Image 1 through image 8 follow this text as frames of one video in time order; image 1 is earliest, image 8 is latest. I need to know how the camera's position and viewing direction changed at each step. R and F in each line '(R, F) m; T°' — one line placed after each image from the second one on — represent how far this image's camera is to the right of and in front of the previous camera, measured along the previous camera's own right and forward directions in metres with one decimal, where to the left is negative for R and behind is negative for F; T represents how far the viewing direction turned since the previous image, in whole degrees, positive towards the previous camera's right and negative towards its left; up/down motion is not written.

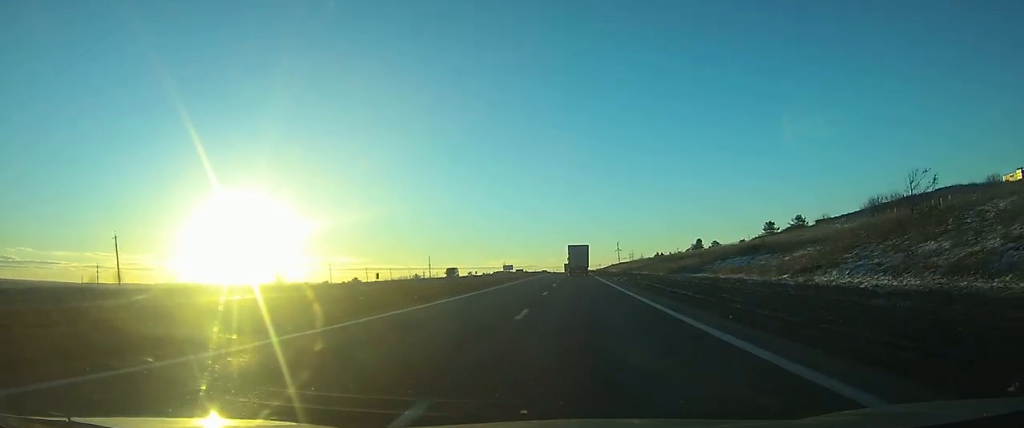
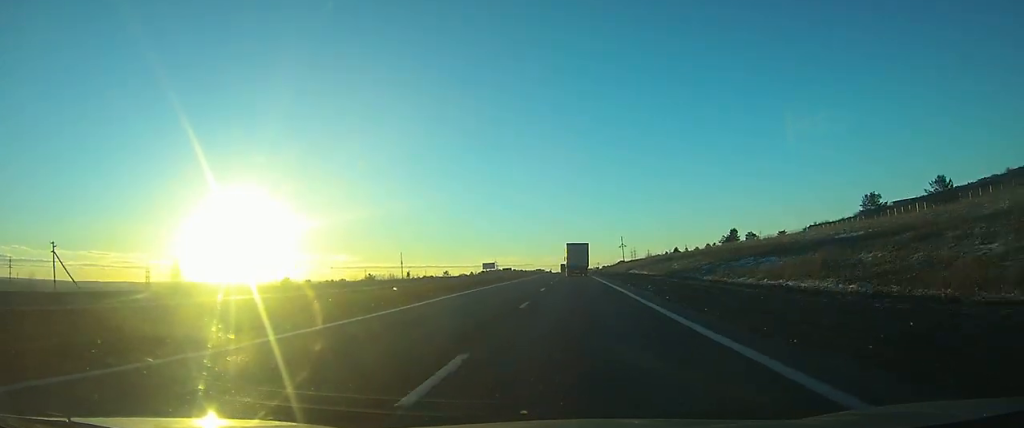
(+0.1, +68.0) m; 0°
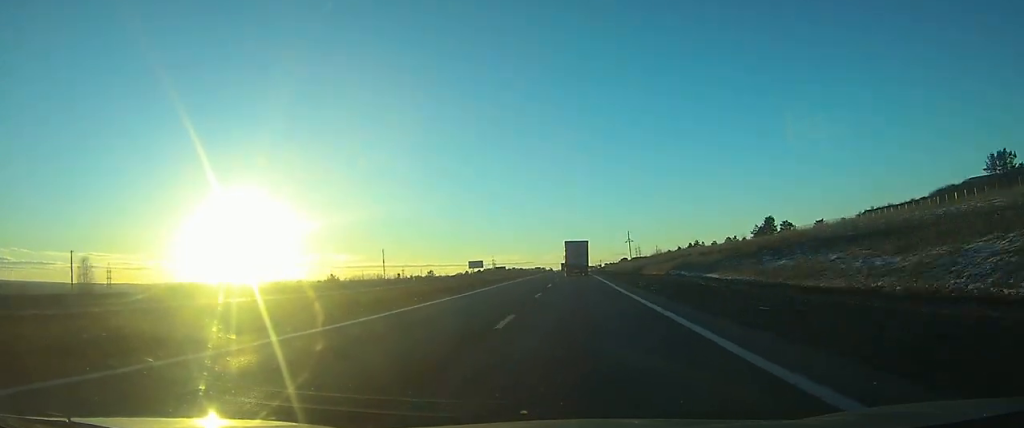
(+0.1, +43.1) m; 0°
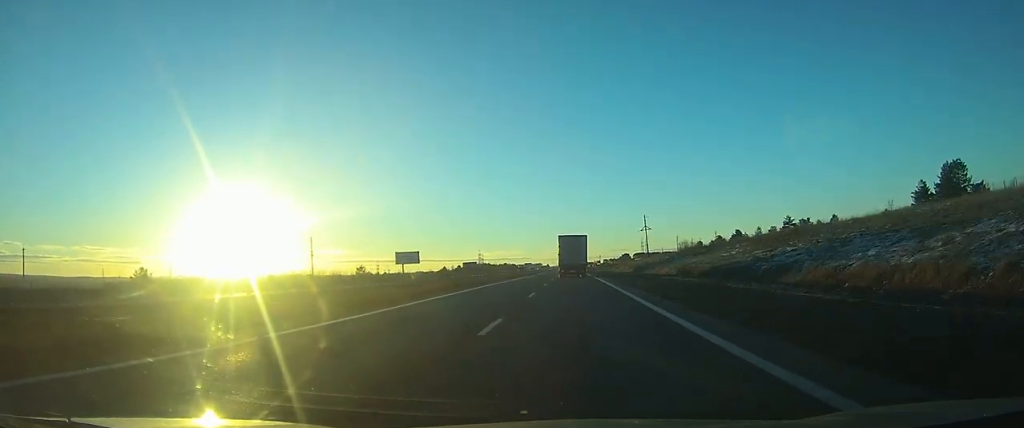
(+0.1, +99.4) m; 0°
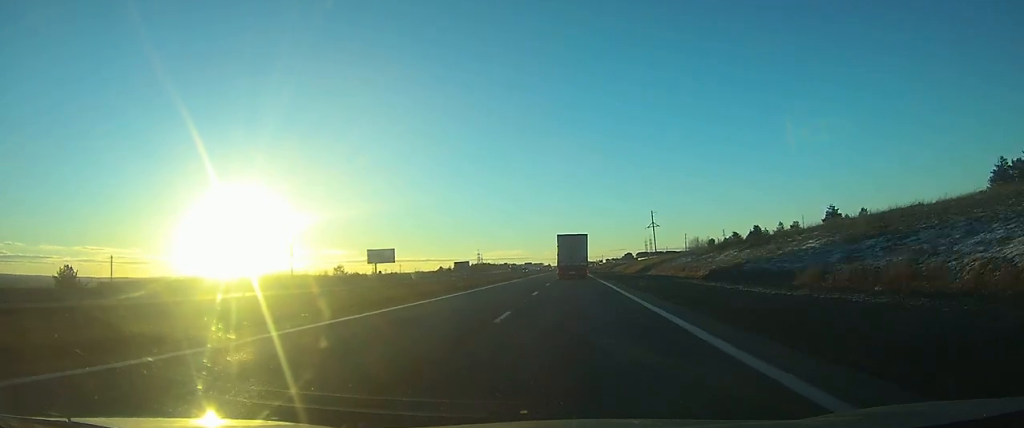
(0.0, +20.4) m; 0°
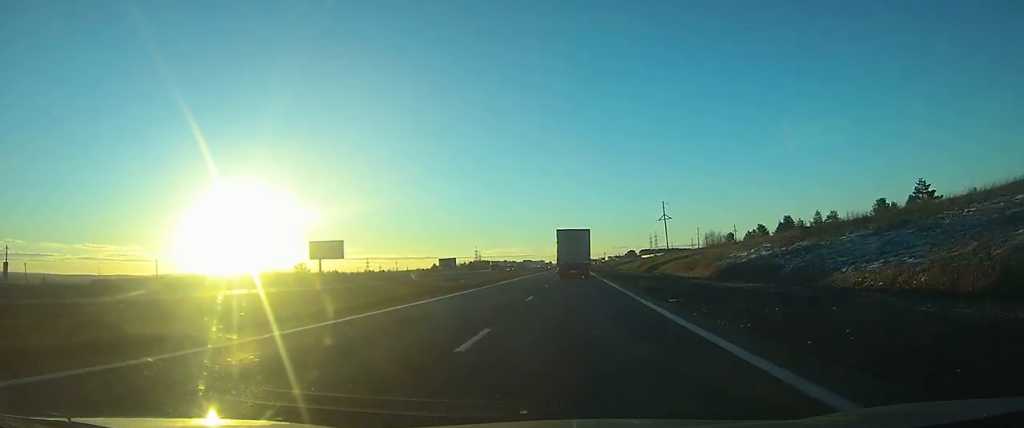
(0.0, +27.8) m; 0°
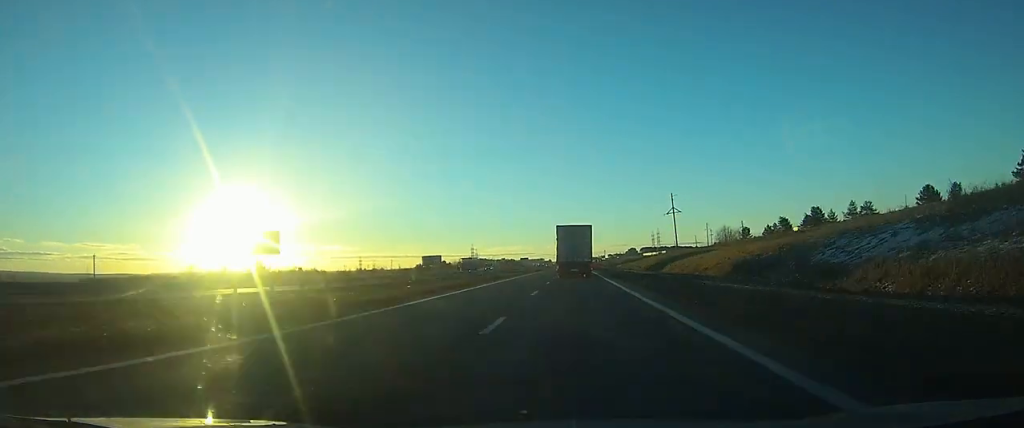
(0.0, +20.8) m; 0°
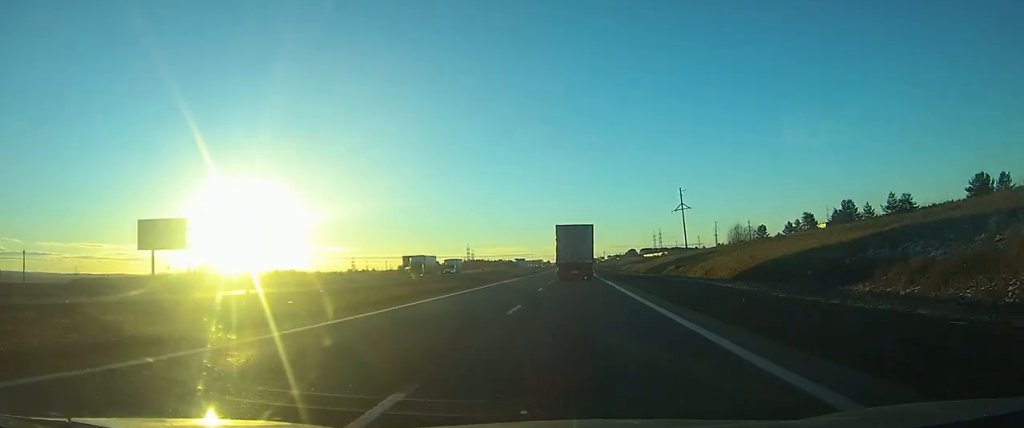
(0.0, +19.5) m; 0°
